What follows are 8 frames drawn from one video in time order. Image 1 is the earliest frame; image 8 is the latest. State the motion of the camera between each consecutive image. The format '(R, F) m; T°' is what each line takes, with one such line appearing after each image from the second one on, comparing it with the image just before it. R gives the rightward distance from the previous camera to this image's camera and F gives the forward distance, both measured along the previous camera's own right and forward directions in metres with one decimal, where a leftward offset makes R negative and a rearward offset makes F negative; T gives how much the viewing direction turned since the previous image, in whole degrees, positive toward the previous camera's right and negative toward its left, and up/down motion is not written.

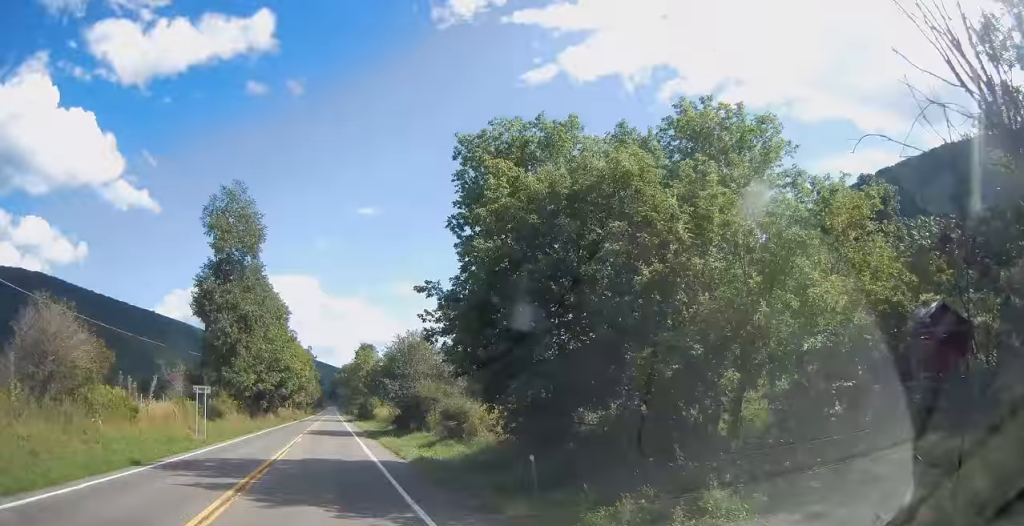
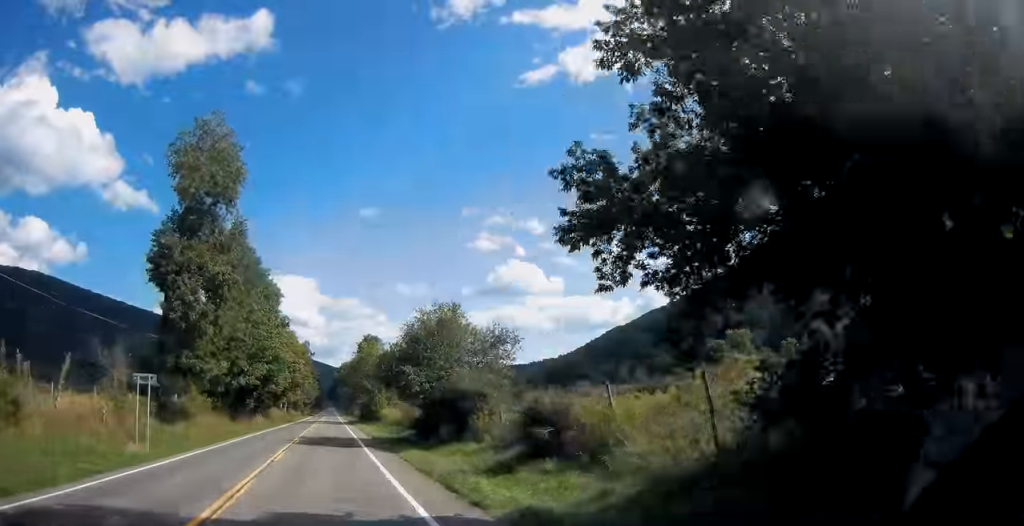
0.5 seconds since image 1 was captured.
(0.0, +11.3) m; 0°
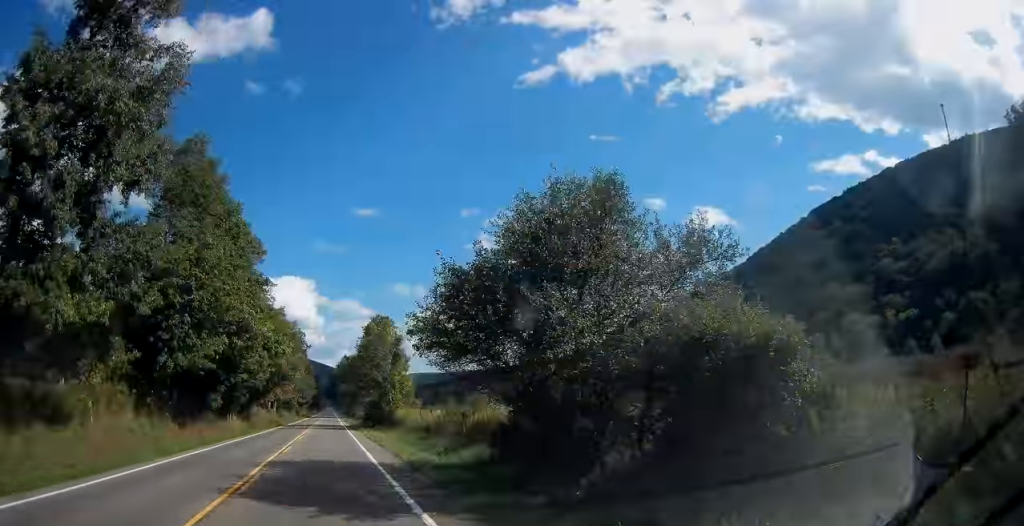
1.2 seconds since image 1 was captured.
(0.0, +18.0) m; 0°
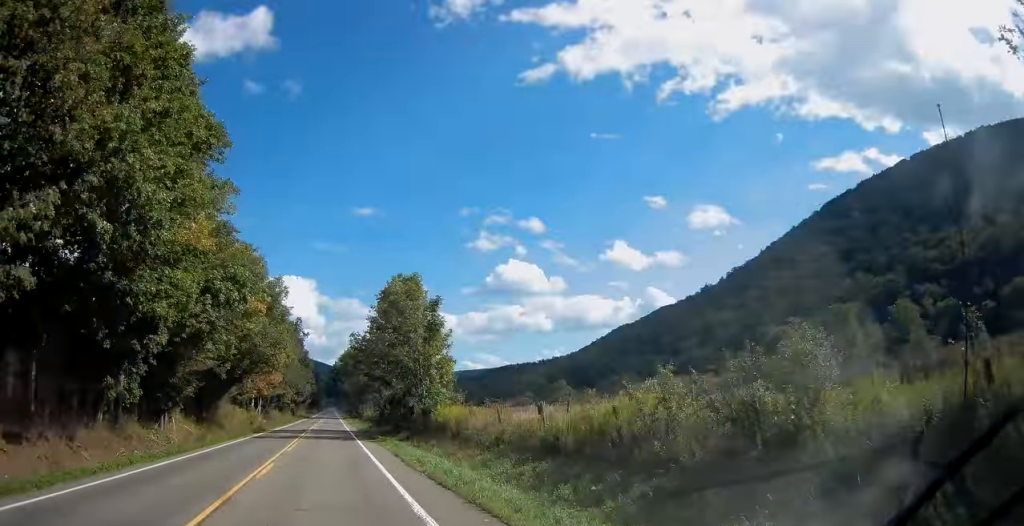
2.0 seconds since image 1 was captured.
(0.0, +19.9) m; 0°
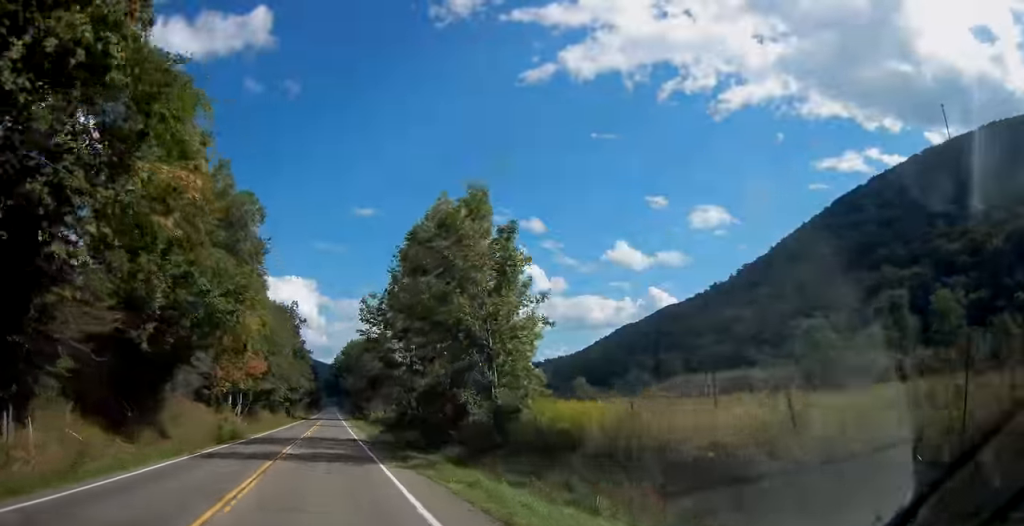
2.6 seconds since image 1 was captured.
(0.0, +15.9) m; 0°
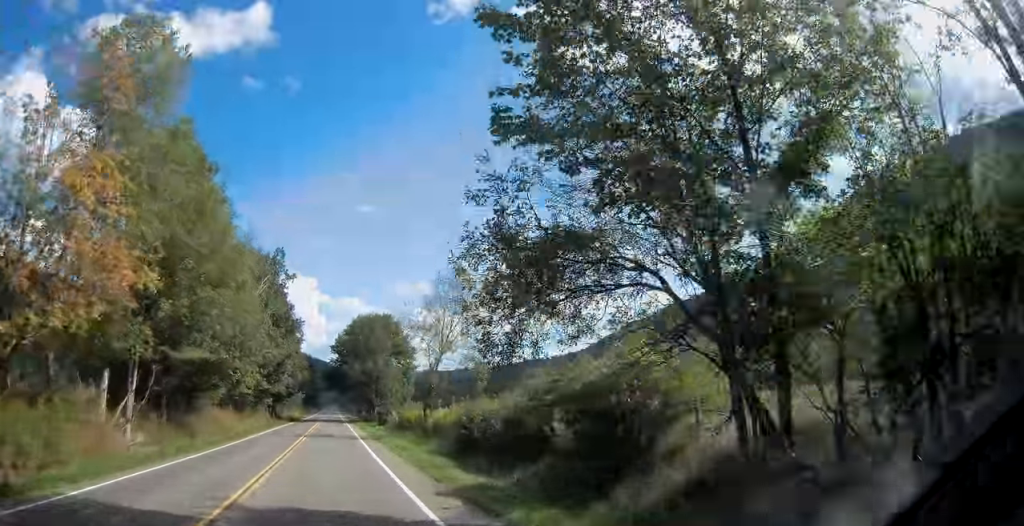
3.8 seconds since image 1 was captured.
(0.0, +29.5) m; 0°
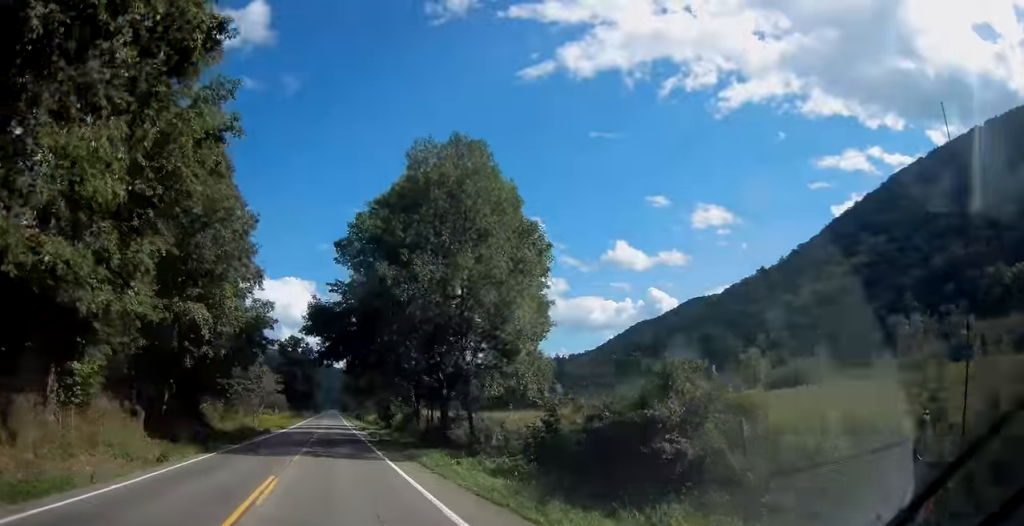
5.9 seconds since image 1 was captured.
(-0.1, +54.9) m; 0°
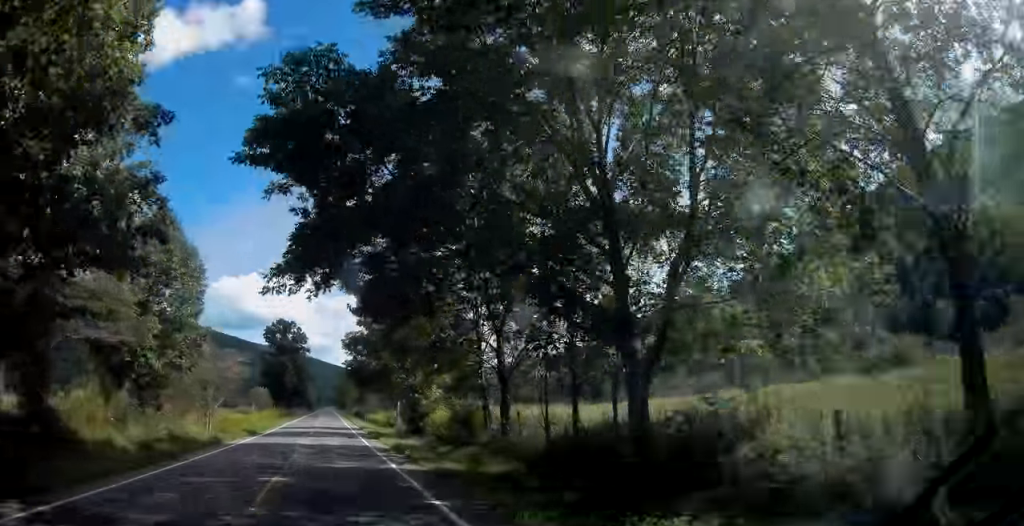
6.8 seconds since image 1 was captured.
(-0.3, +22.5) m; 0°
